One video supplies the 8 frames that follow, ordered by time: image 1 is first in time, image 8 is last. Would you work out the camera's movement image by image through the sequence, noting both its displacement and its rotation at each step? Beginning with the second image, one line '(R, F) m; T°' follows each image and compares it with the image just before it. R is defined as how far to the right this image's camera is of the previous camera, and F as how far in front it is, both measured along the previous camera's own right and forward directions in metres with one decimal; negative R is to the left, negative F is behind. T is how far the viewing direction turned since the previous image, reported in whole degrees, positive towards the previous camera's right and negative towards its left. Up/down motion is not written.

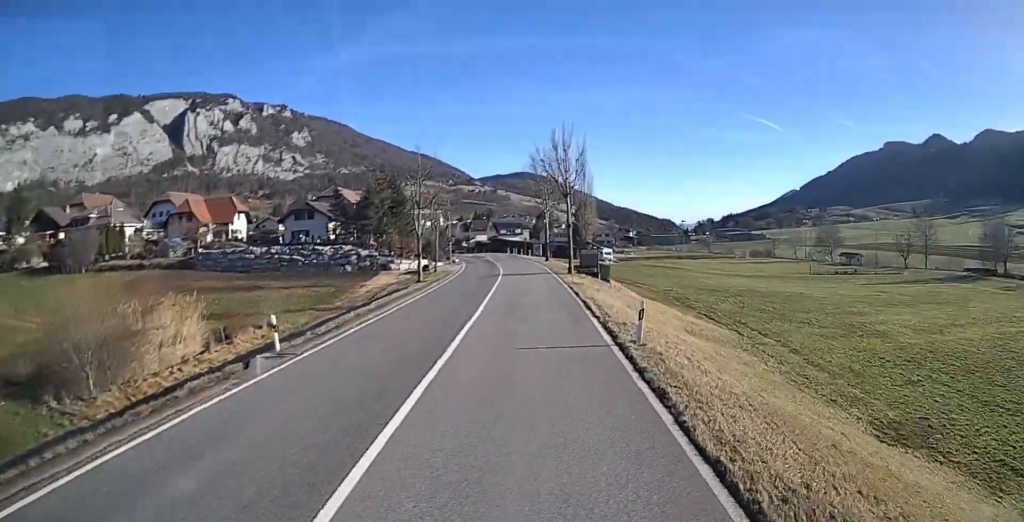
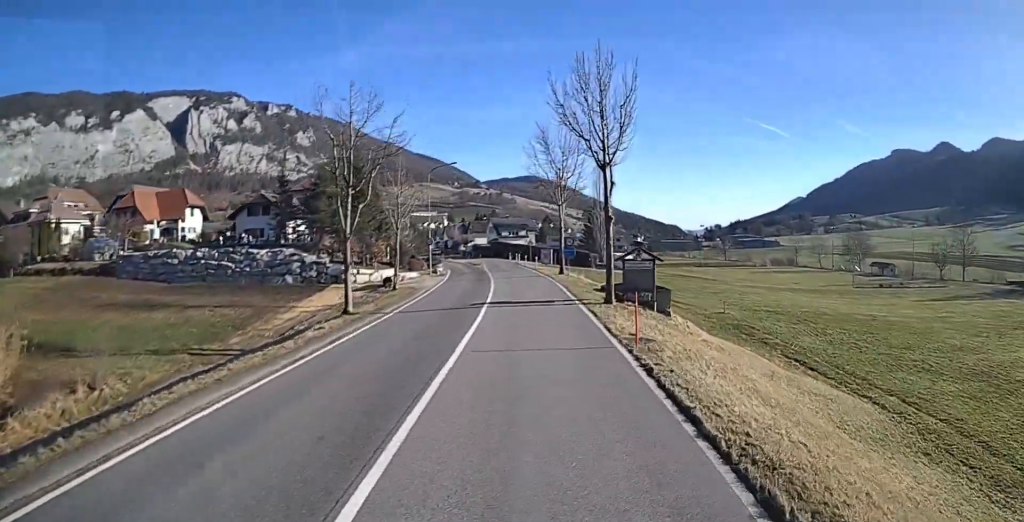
(-0.4, +17.7) m; -2°
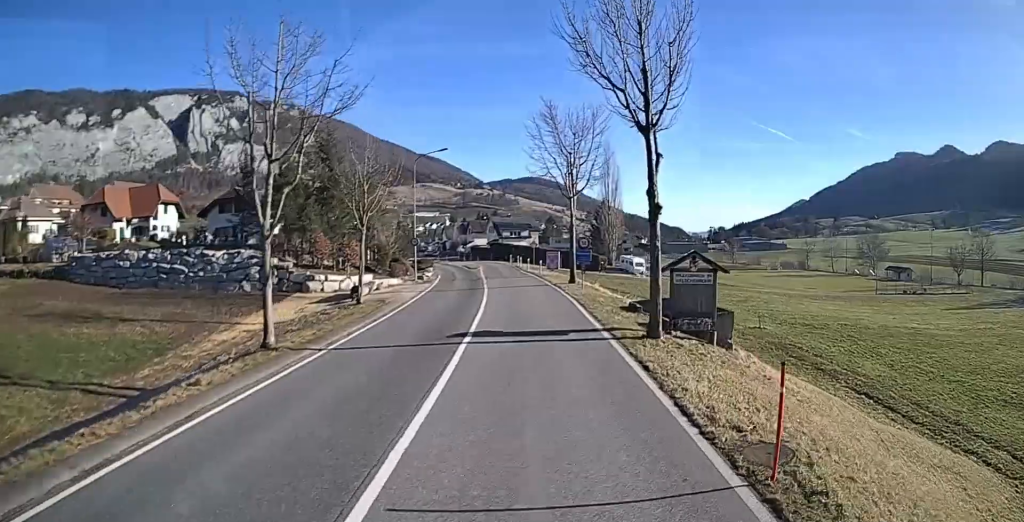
(-0.1, +7.7) m; 0°
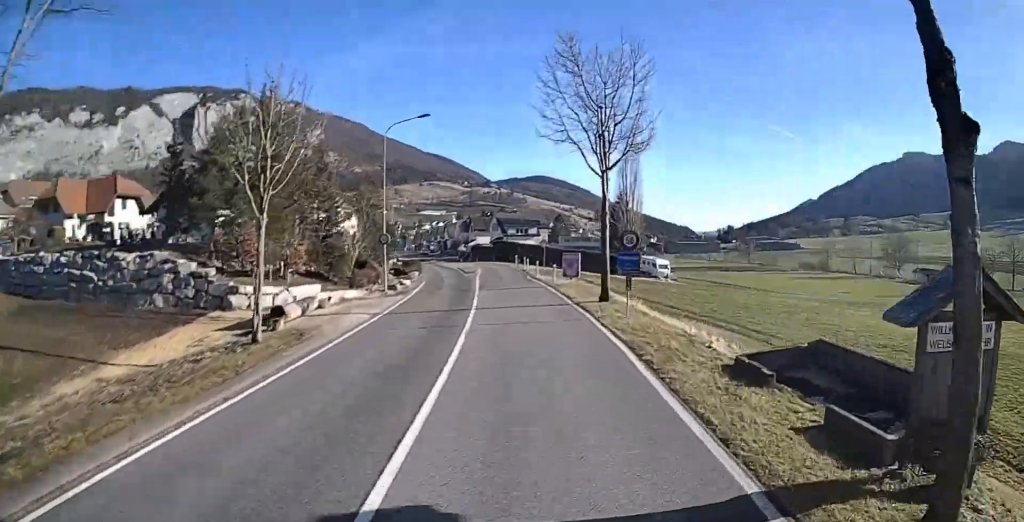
(0.0, +11.1) m; 0°
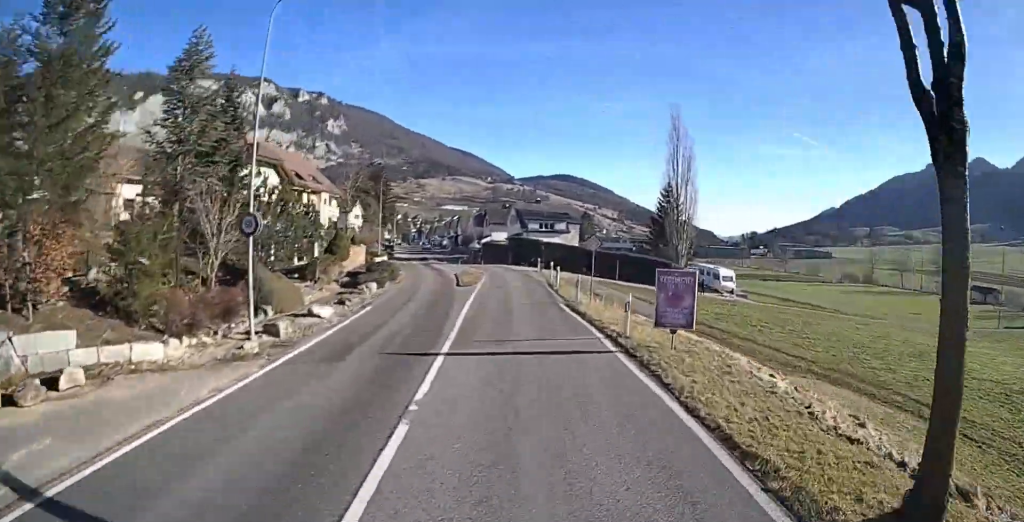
(0.0, +17.7) m; 0°
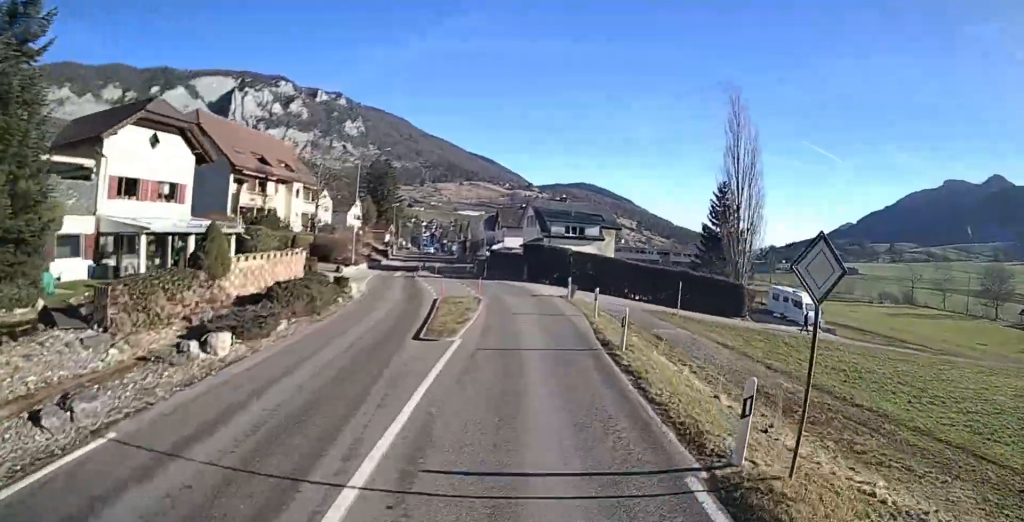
(0.0, +16.1) m; 0°
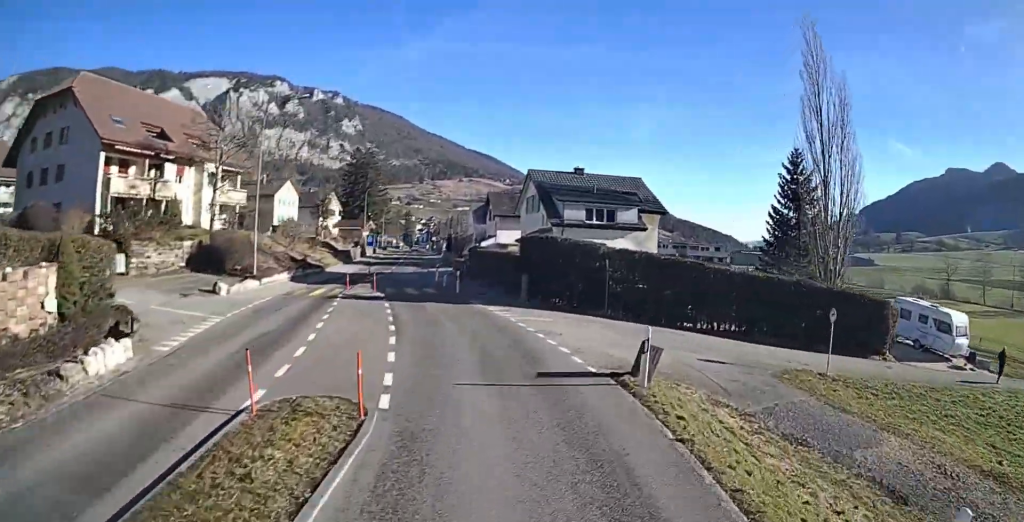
(0.0, +19.6) m; 0°
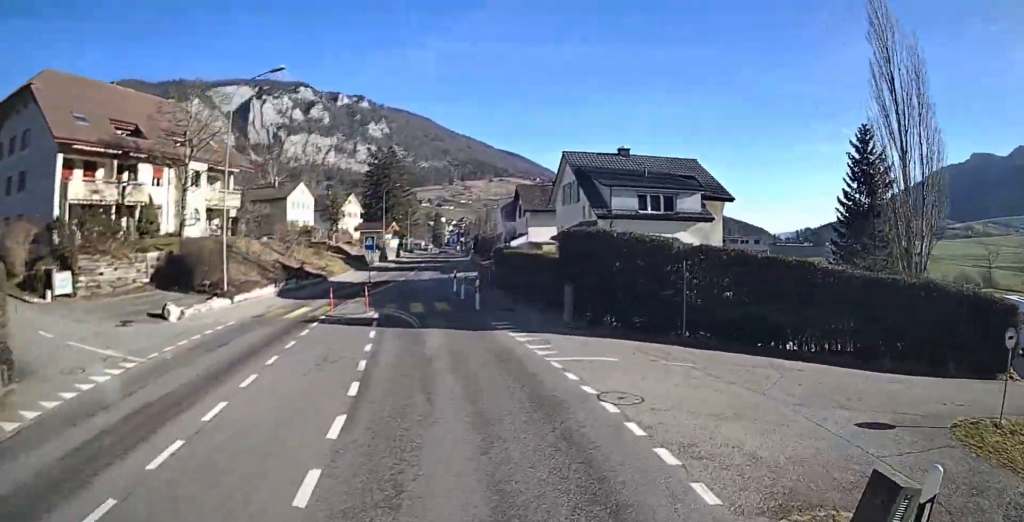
(0.0, +7.5) m; 0°
